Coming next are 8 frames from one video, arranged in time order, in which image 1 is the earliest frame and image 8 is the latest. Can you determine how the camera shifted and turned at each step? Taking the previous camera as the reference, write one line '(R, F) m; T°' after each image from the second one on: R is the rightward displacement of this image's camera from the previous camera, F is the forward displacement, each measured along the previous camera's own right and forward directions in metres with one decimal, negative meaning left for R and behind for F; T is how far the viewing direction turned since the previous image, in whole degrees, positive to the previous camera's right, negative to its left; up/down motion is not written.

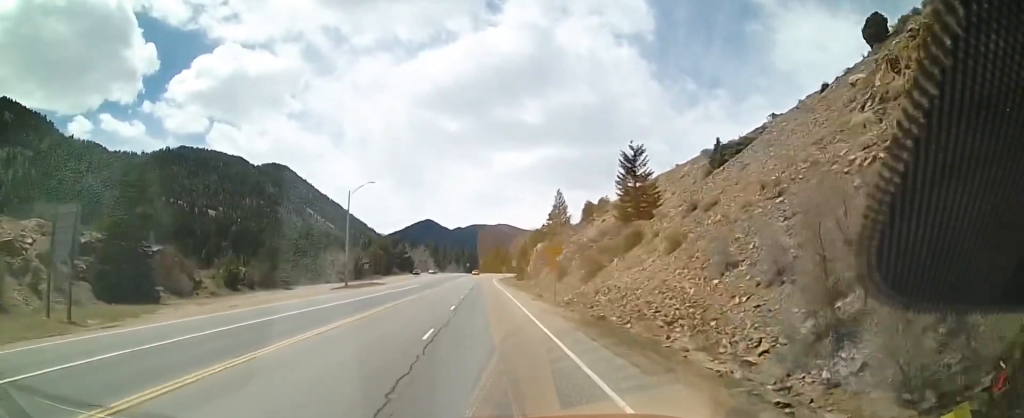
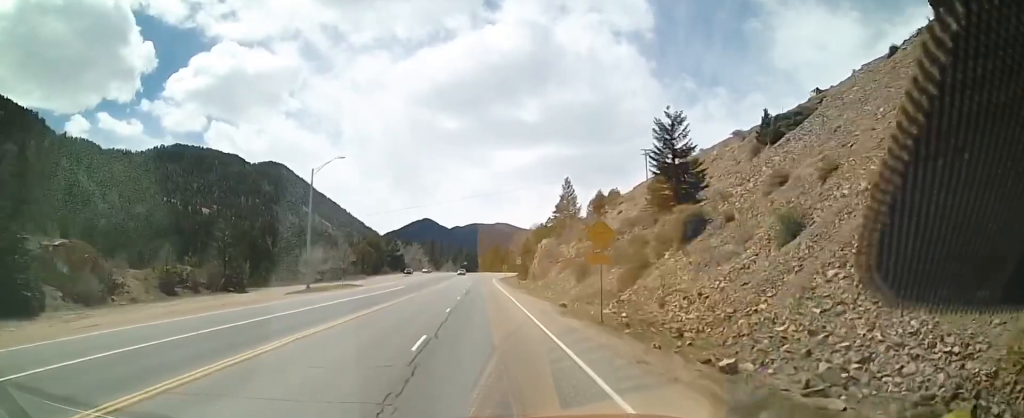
(0.0, +14.7) m; 0°
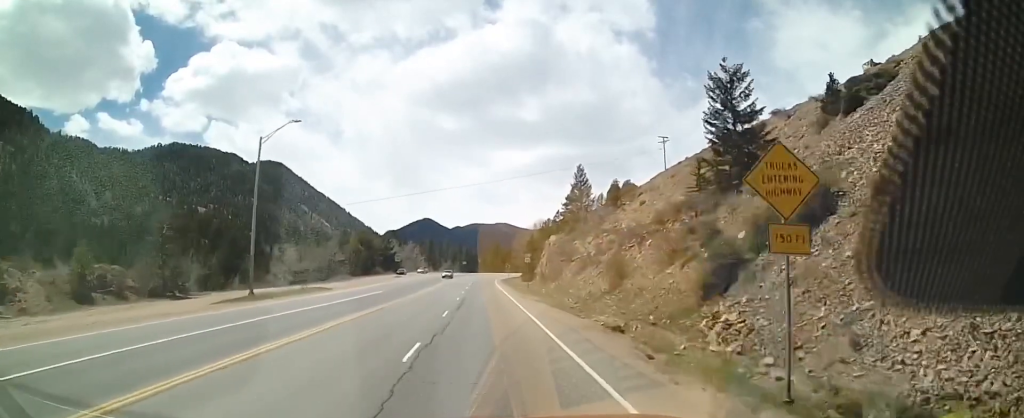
(0.0, +13.8) m; 0°
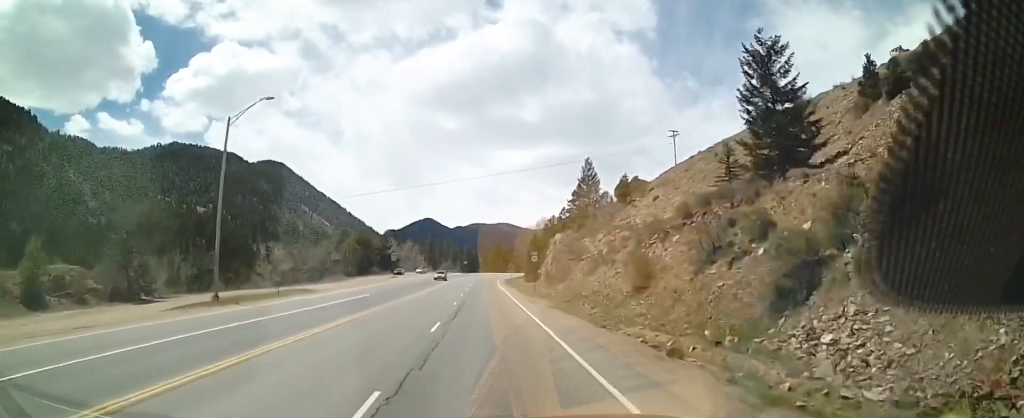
(0.0, +6.0) m; 0°
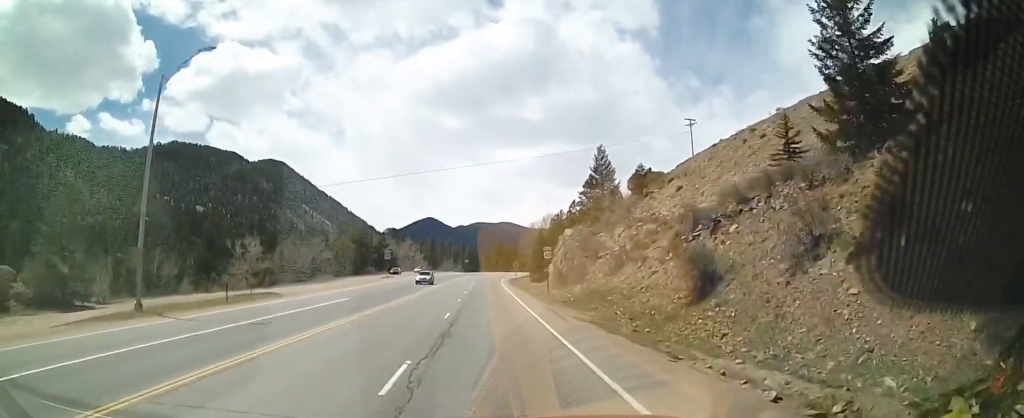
(+0.1, +8.9) m; 0°
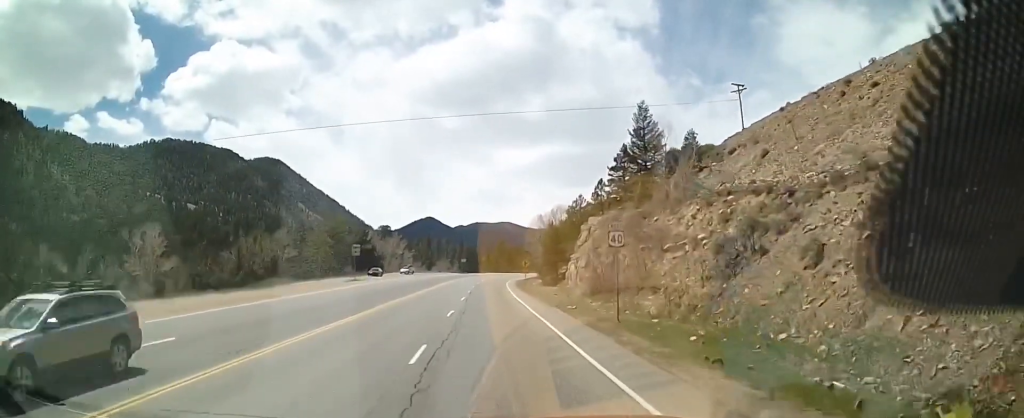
(+0.6, +22.4) m; +2°
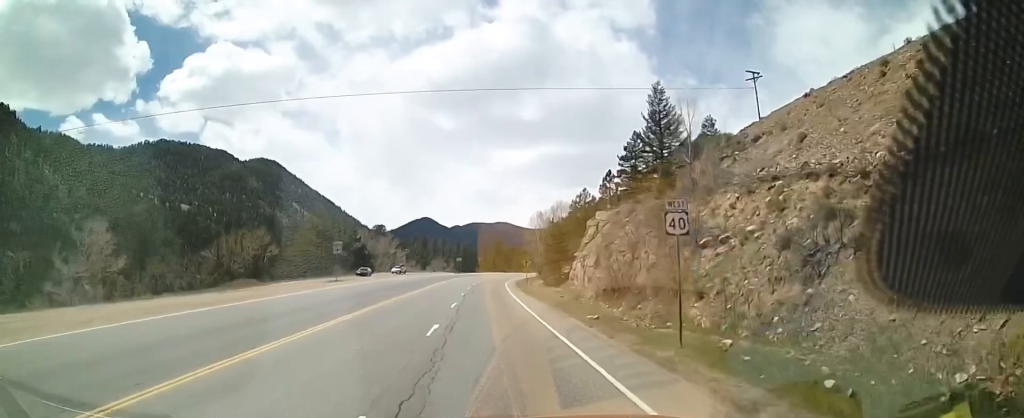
(+0.2, +7.2) m; 0°
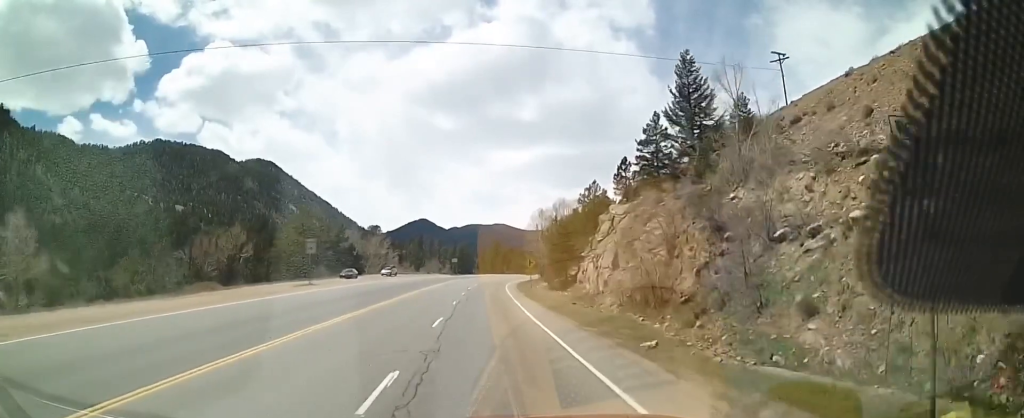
(-0.4, +8.8) m; 0°
